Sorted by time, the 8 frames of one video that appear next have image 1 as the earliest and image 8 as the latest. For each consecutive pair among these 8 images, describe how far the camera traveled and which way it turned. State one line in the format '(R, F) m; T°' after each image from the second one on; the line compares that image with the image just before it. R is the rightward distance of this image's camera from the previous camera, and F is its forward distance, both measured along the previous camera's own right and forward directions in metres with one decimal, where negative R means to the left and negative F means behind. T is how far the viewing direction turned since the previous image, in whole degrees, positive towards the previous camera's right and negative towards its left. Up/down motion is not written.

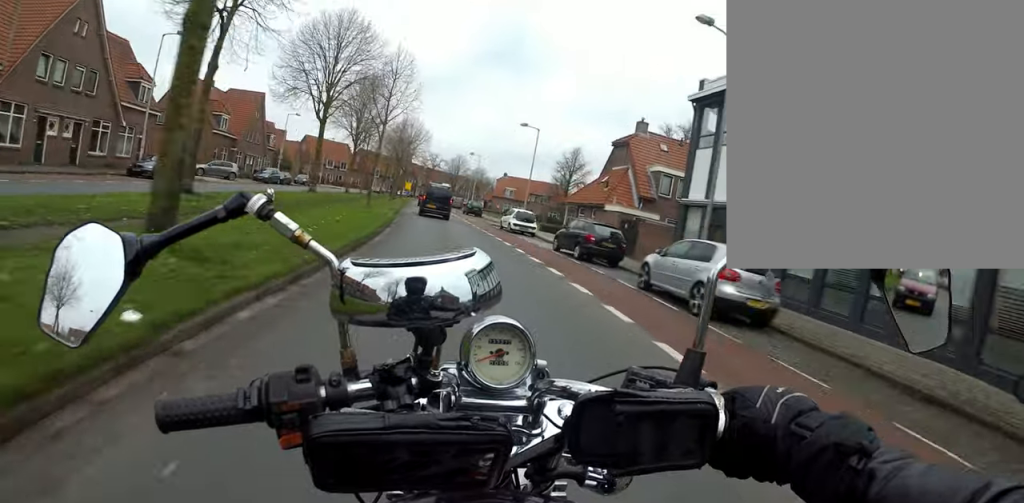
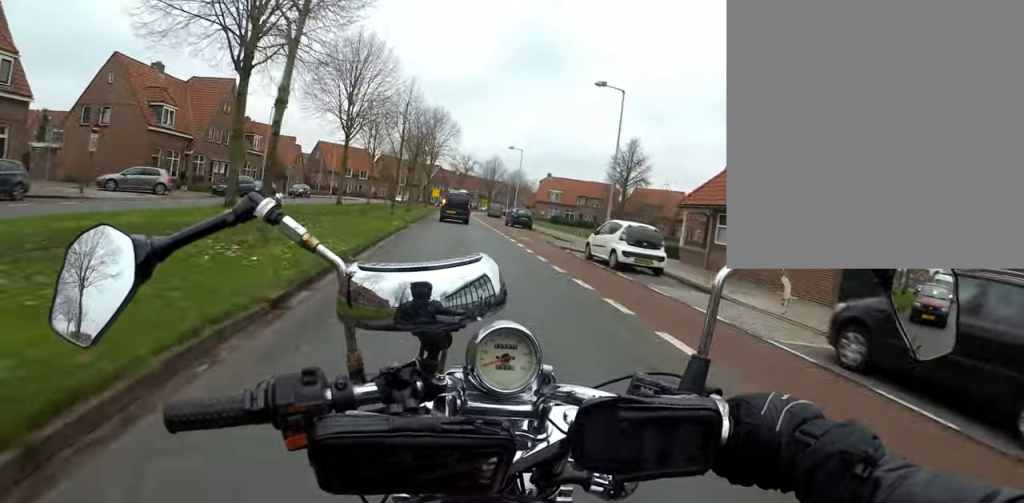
(-0.5, +16.1) m; 0°
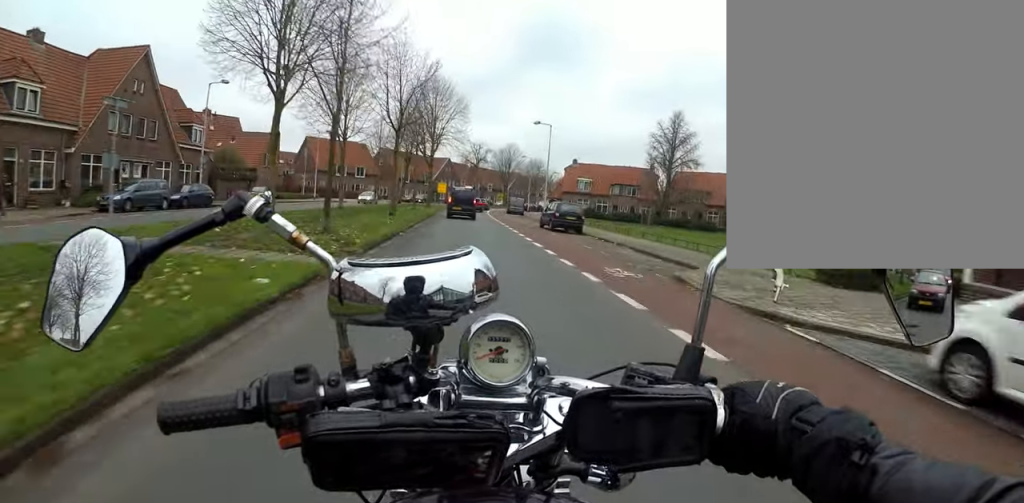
(+0.5, +13.5) m; +2°
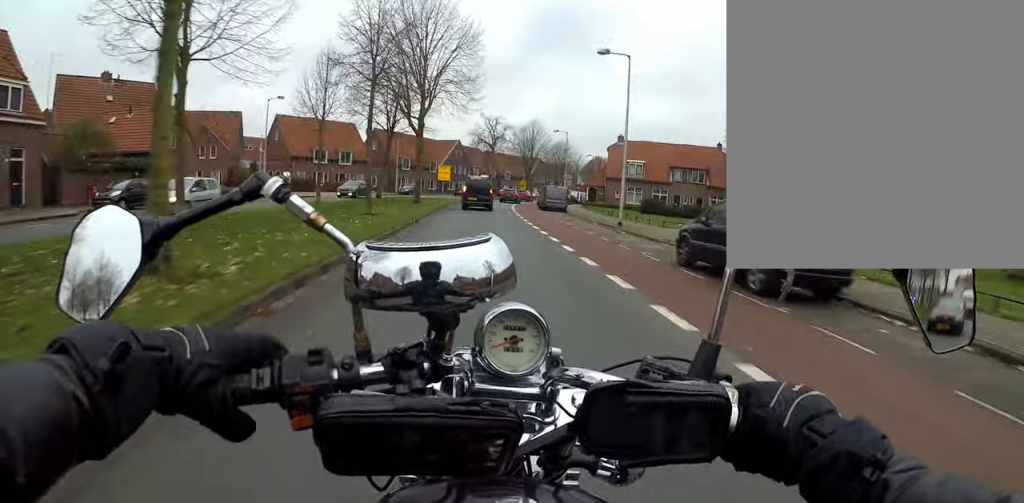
(+0.1, +17.5) m; +6°
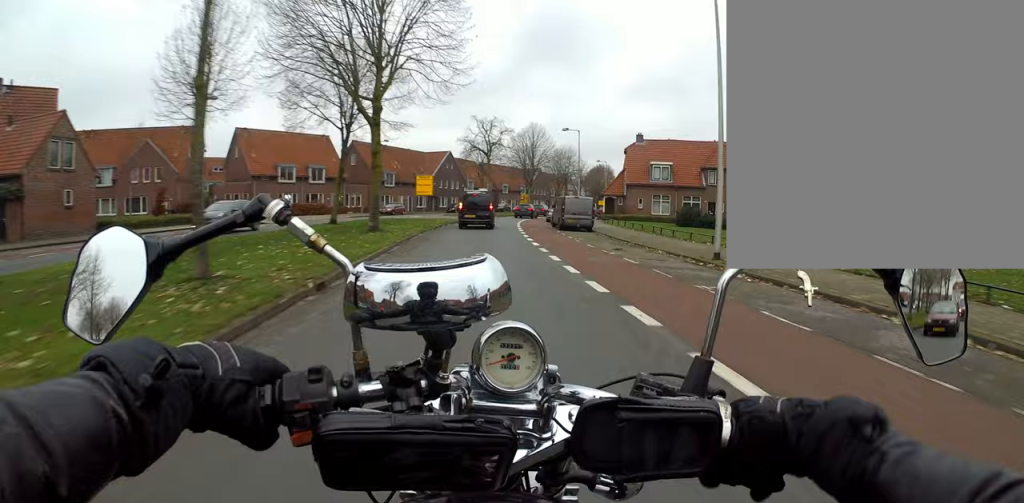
(+0.5, +8.9) m; +7°
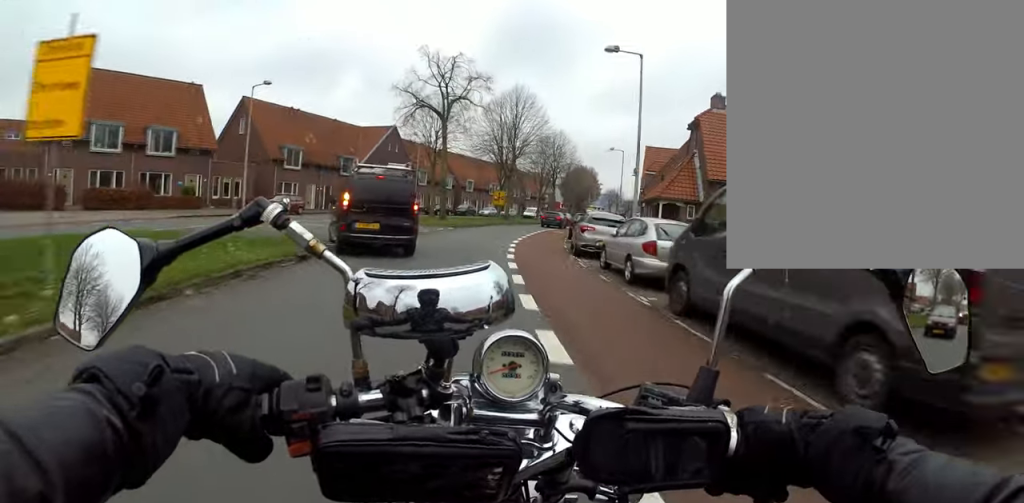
(+3.1, +21.5) m; +7°
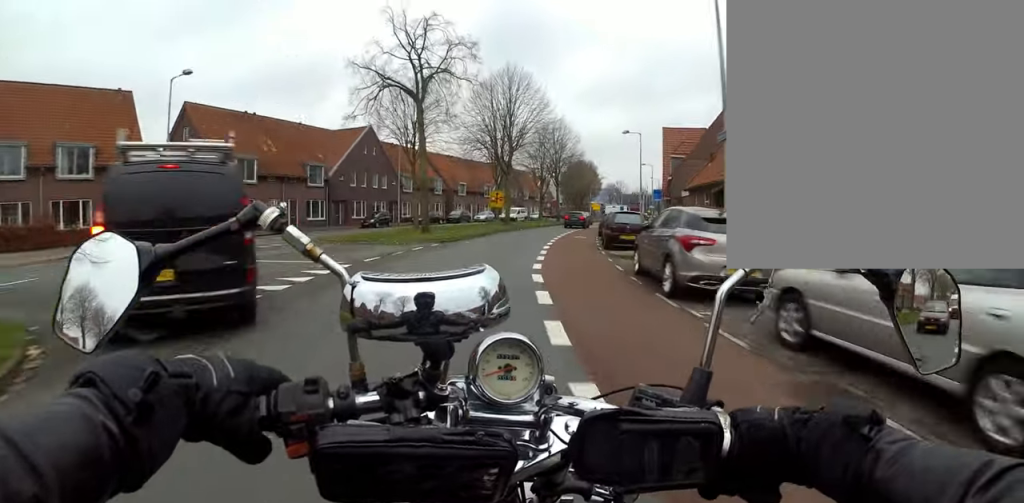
(-0.6, +7.1) m; +2°
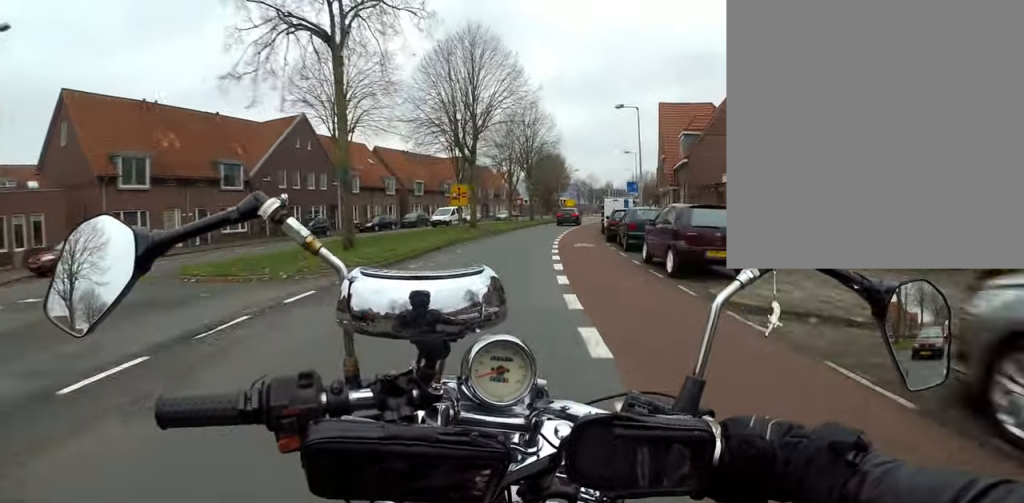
(-0.2, +8.1) m; +1°
